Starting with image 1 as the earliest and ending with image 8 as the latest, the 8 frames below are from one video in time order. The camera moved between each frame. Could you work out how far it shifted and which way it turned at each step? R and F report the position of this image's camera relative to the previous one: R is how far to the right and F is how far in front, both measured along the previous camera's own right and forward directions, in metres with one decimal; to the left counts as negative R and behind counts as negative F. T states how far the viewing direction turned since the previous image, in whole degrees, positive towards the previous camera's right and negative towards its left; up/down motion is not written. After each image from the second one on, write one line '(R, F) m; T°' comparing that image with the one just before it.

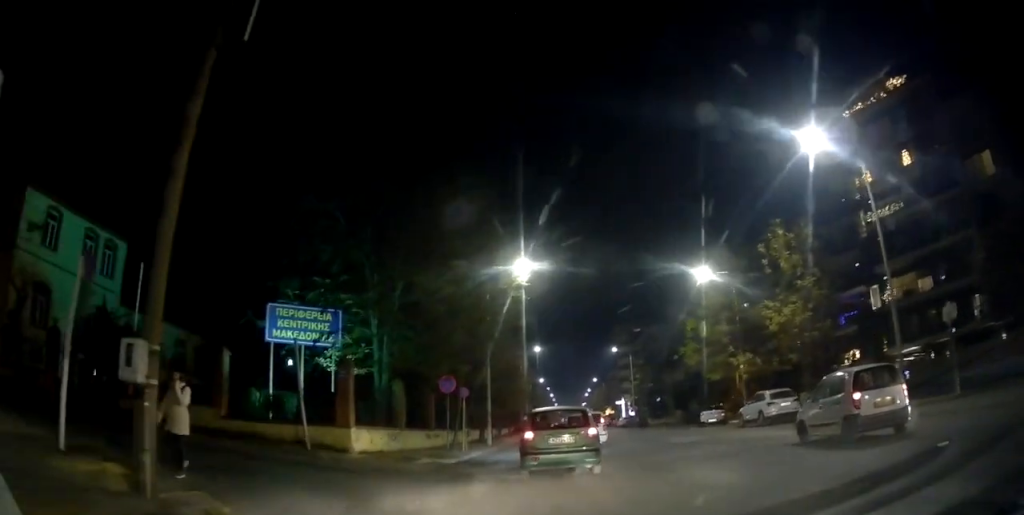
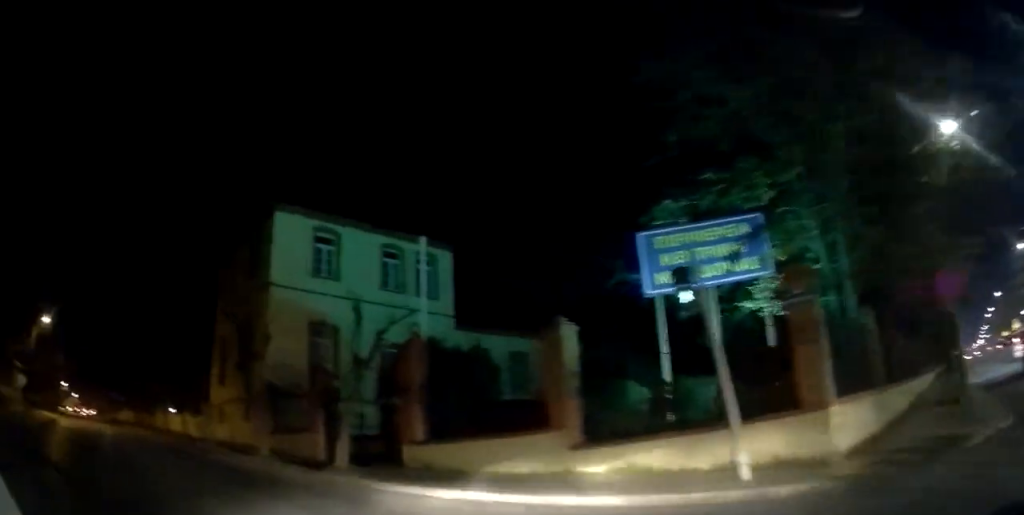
(-2.0, +10.0) m; -31°
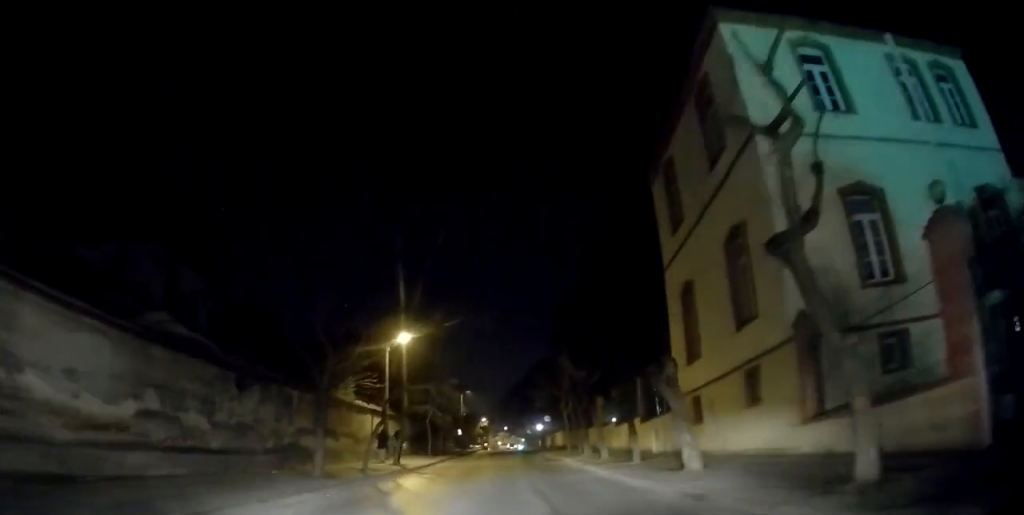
(-6.3, +8.4) m; -53°
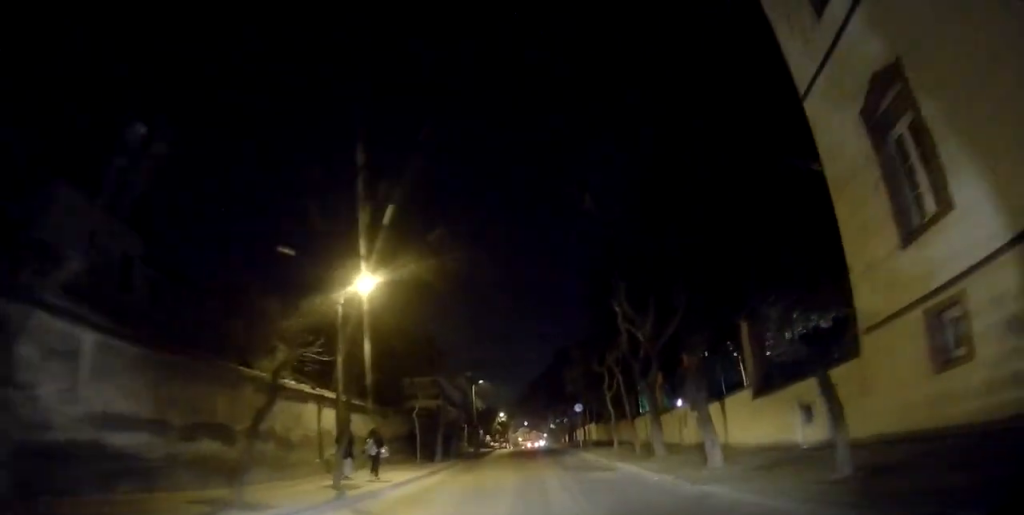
(-0.5, +10.7) m; +2°
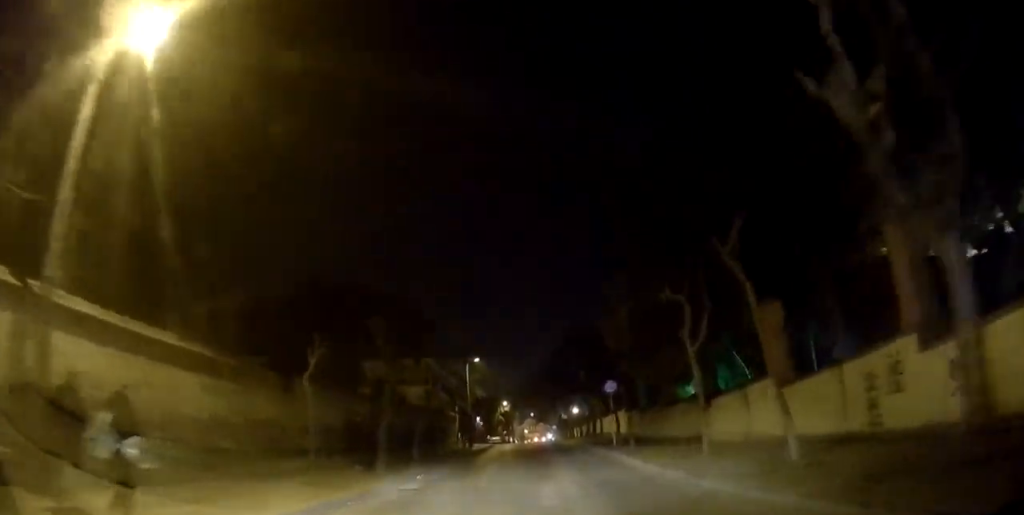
(+0.8, +13.2) m; +4°
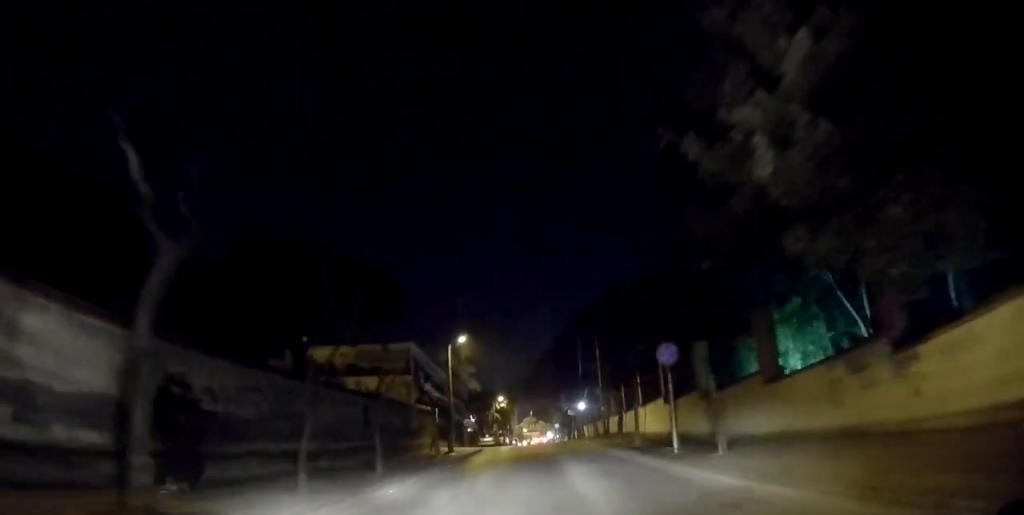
(+0.1, +11.0) m; -1°
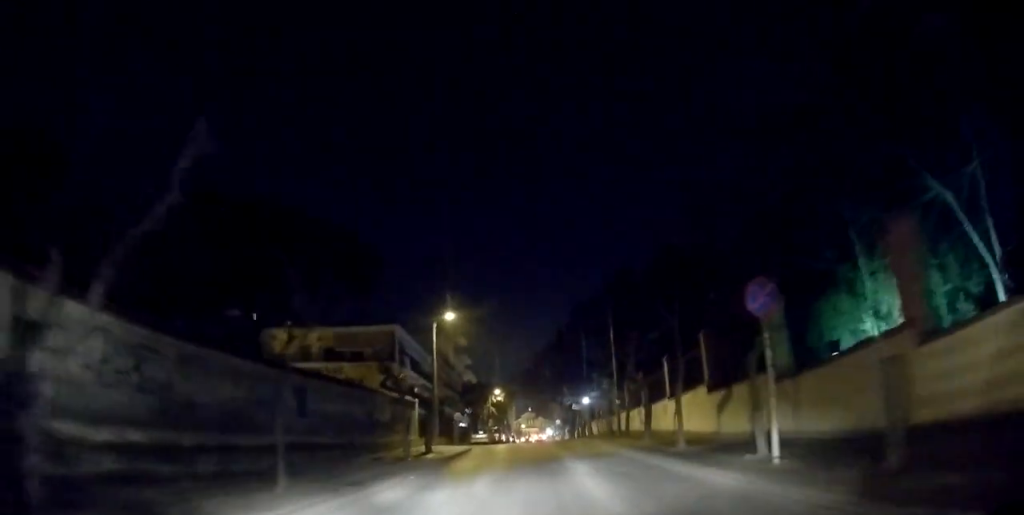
(-0.2, +6.6) m; 0°
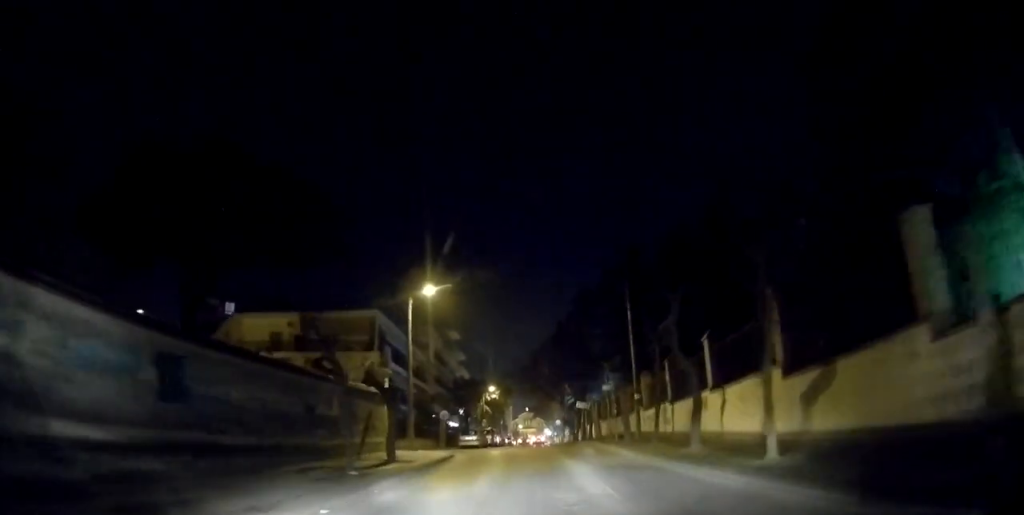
(-0.3, +6.6) m; 0°
